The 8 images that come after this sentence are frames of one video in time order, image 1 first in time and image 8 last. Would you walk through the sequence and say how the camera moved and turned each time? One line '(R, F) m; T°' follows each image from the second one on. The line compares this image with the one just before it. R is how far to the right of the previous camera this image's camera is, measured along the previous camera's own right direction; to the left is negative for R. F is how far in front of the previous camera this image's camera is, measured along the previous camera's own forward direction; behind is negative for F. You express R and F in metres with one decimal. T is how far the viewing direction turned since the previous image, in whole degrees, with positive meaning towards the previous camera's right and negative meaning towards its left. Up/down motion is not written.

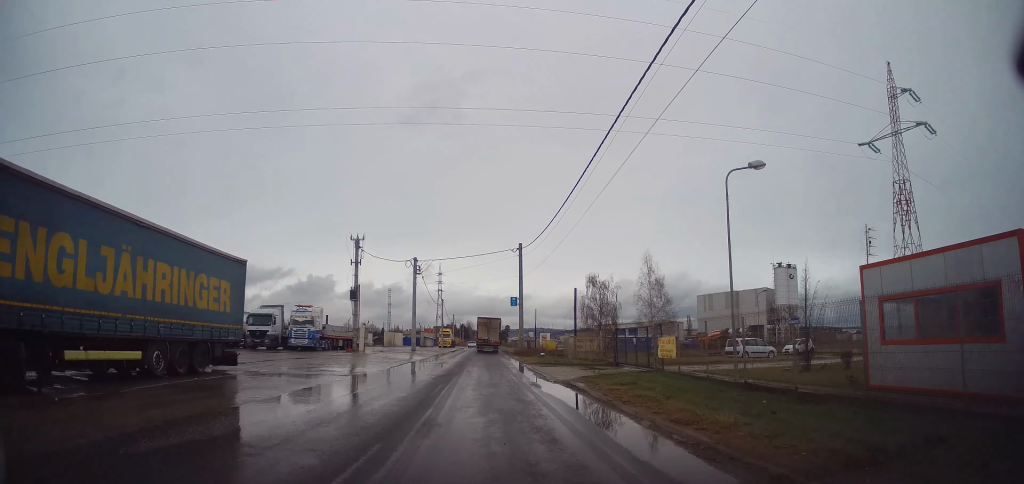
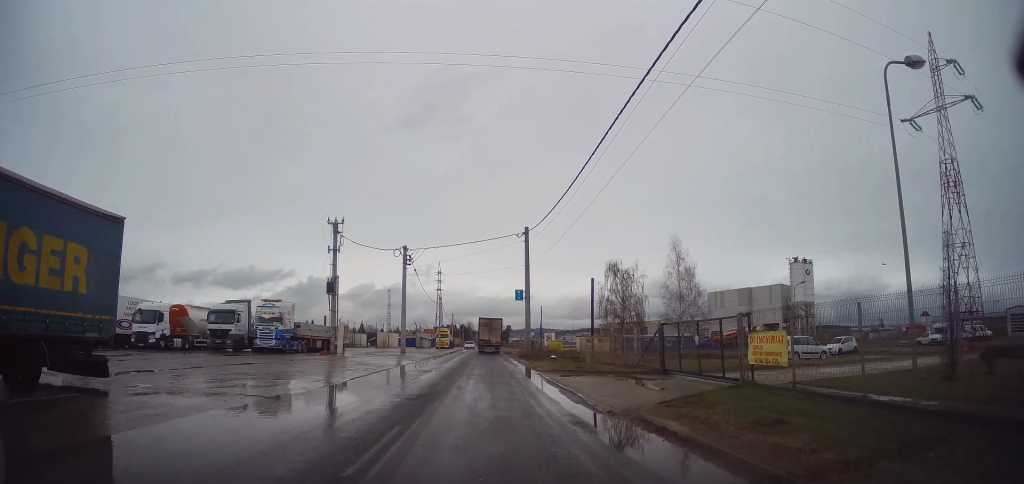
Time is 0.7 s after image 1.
(0.0, +7.4) m; 0°
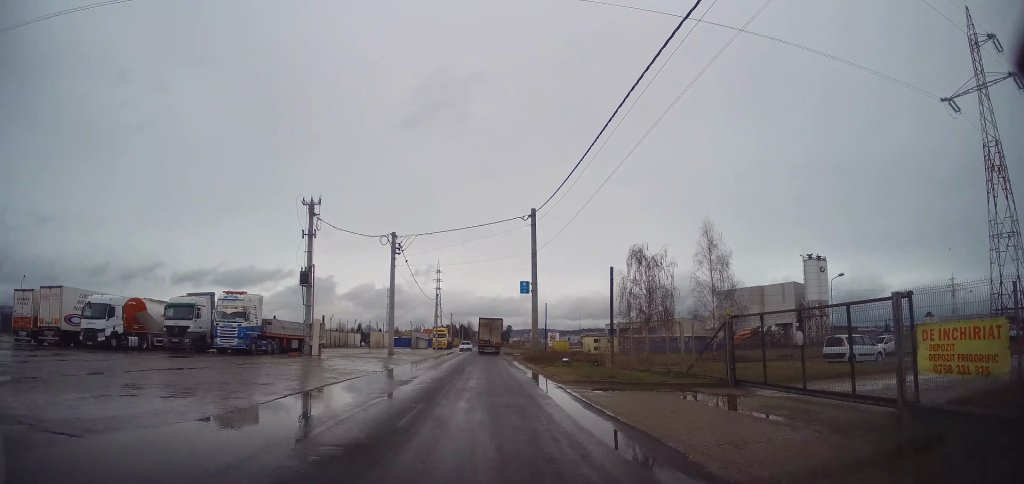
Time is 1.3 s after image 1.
(0.0, +6.2) m; 0°
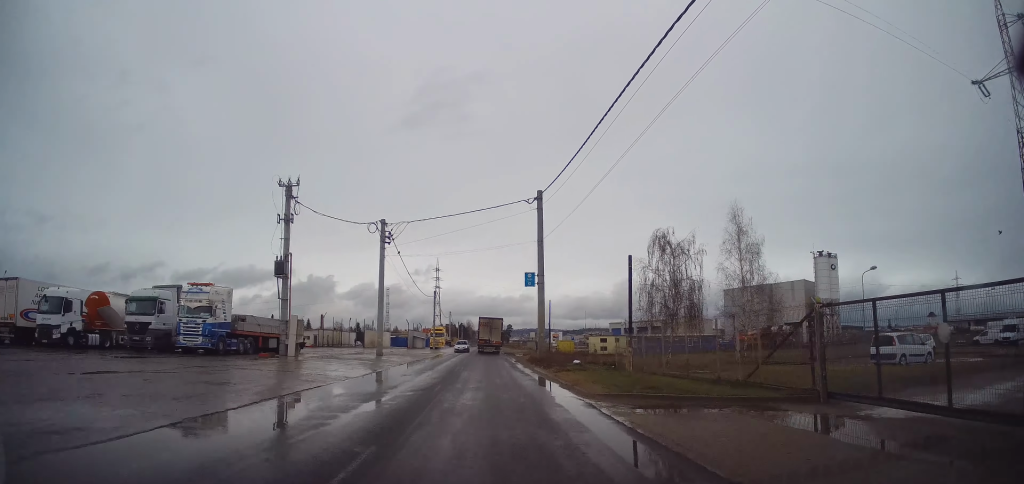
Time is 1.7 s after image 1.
(0.0, +4.4) m; 0°
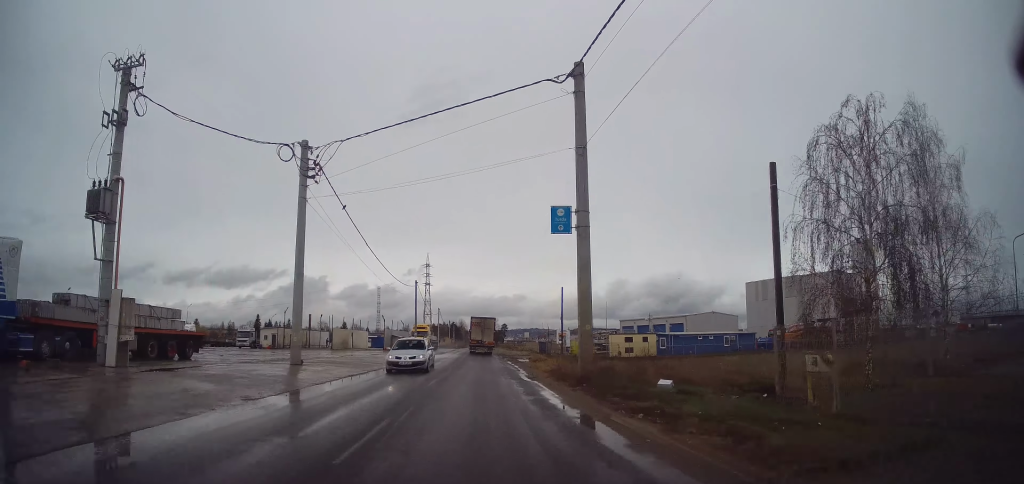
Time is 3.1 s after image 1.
(0.0, +16.4) m; 0°
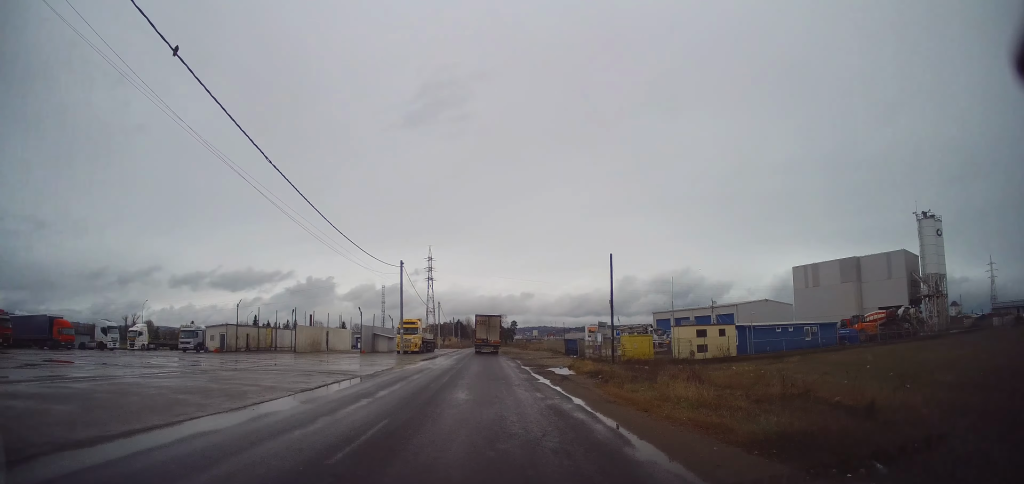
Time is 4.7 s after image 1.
(0.0, +18.5) m; 0°
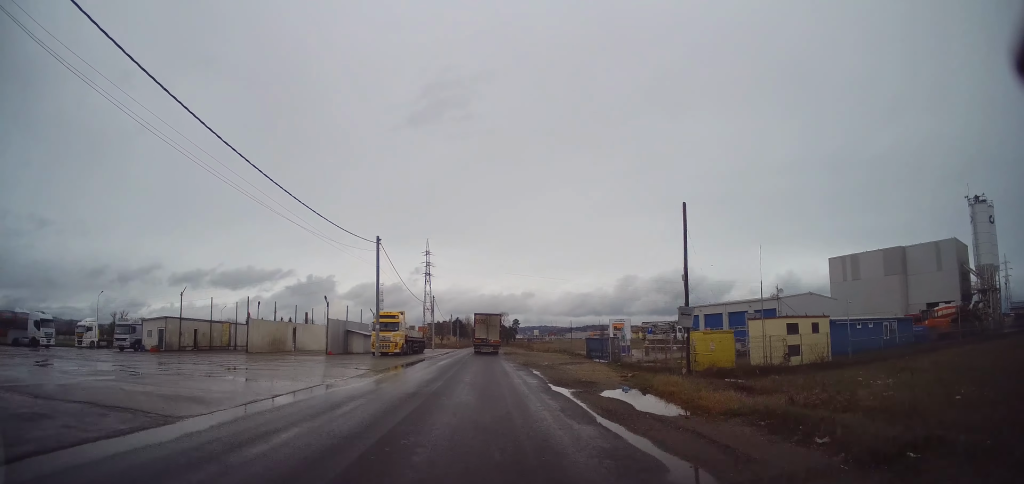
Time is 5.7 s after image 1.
(0.0, +12.5) m; 0°
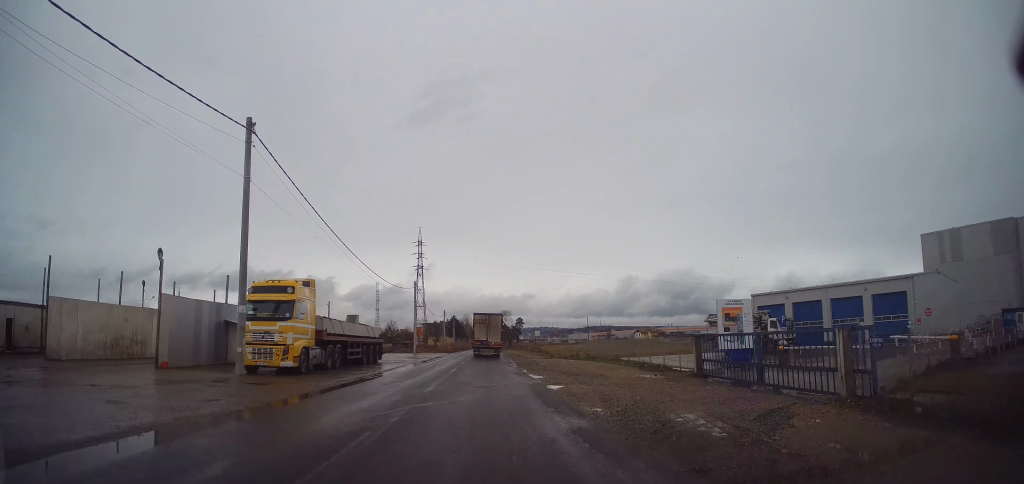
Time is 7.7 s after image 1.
(0.0, +24.7) m; 0°
